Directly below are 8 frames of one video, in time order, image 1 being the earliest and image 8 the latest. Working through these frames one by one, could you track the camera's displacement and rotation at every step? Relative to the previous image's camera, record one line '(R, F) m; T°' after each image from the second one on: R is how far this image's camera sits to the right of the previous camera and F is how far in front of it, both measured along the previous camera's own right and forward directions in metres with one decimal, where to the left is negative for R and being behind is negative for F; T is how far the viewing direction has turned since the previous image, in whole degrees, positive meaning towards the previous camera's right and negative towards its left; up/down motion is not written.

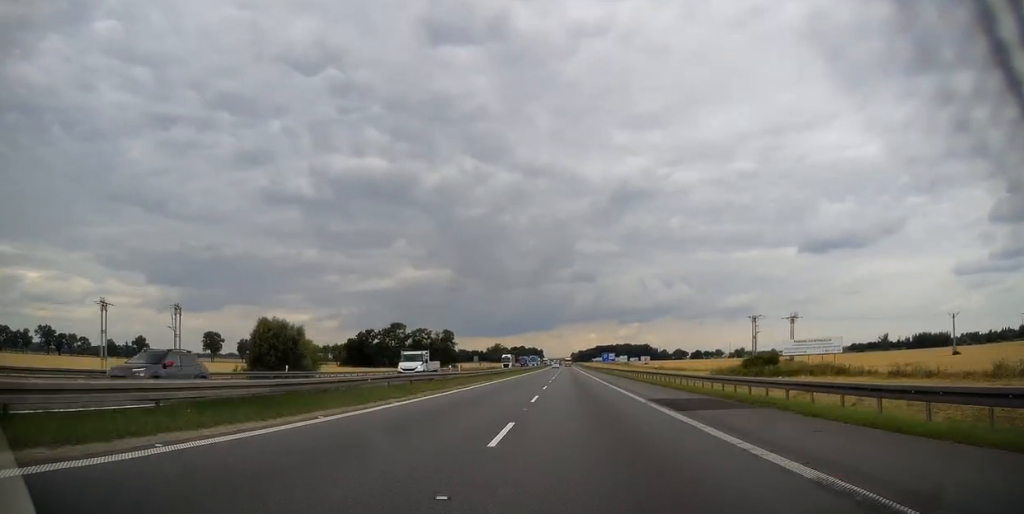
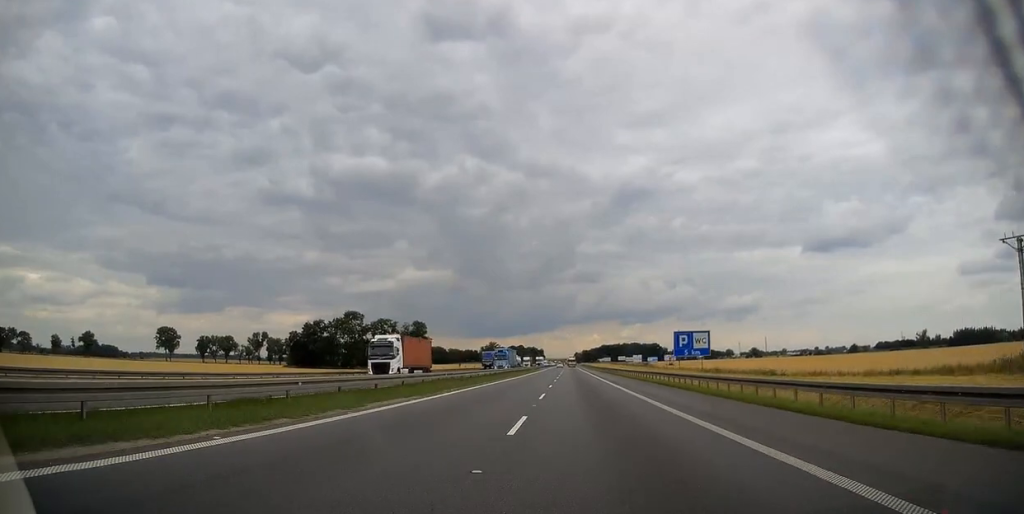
(-0.4, +70.4) m; -1°
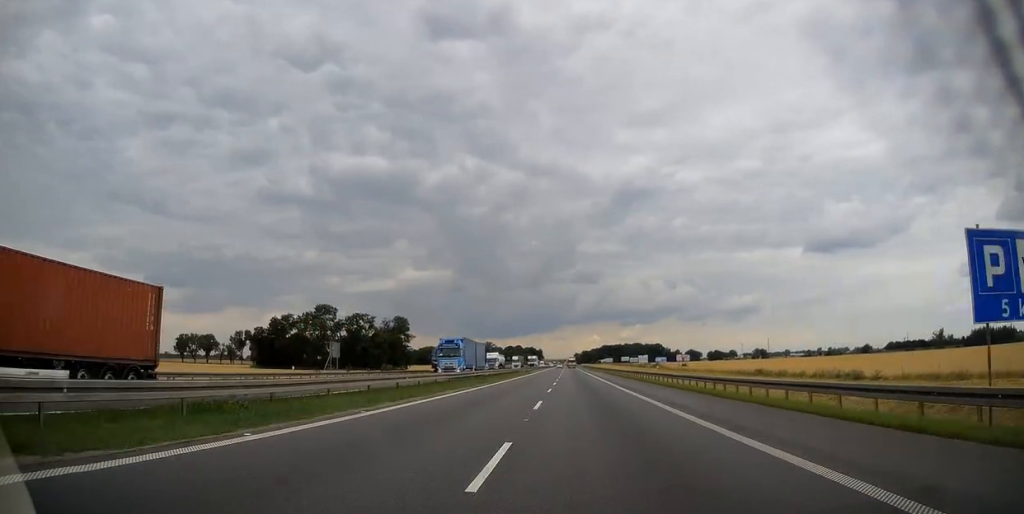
(-0.2, +29.1) m; 0°
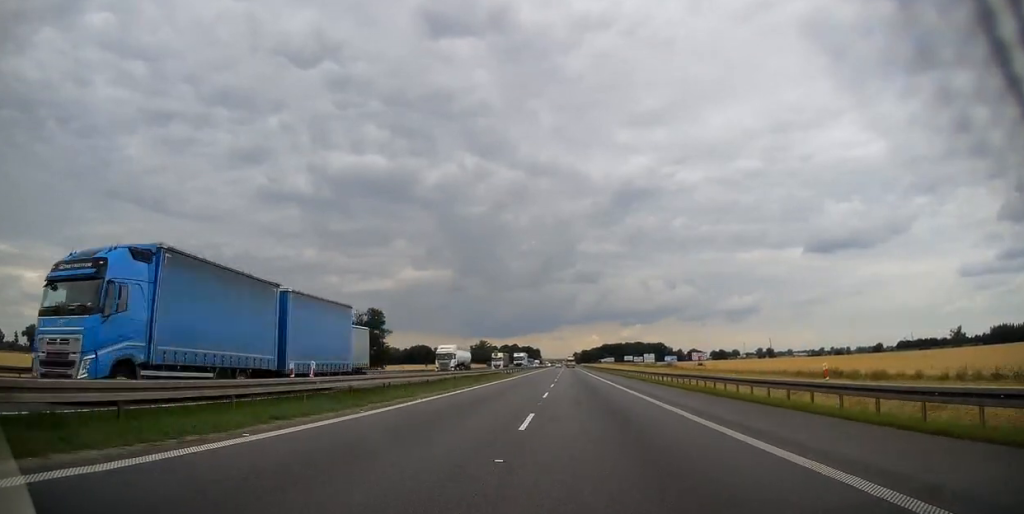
(+0.2, +30.1) m; 0°
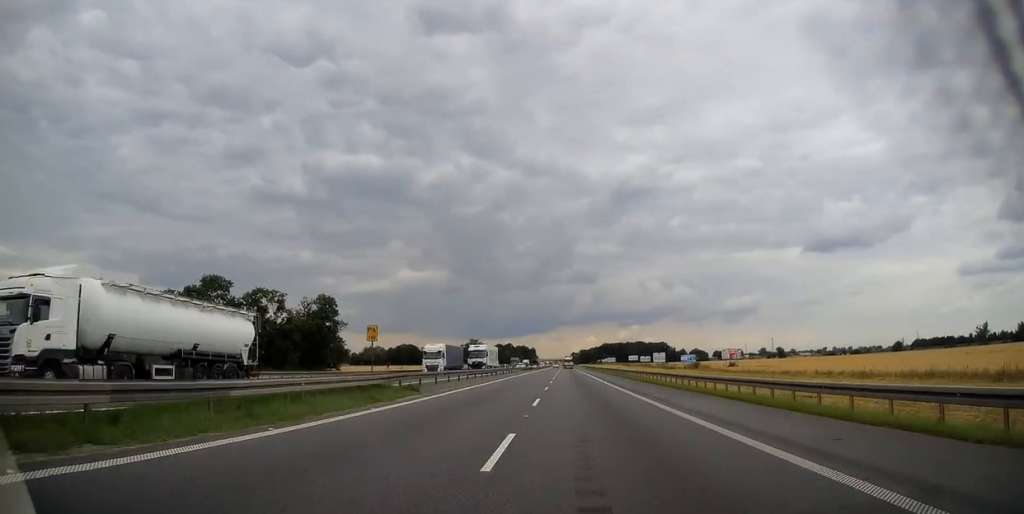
(+0.1, +40.9) m; 0°
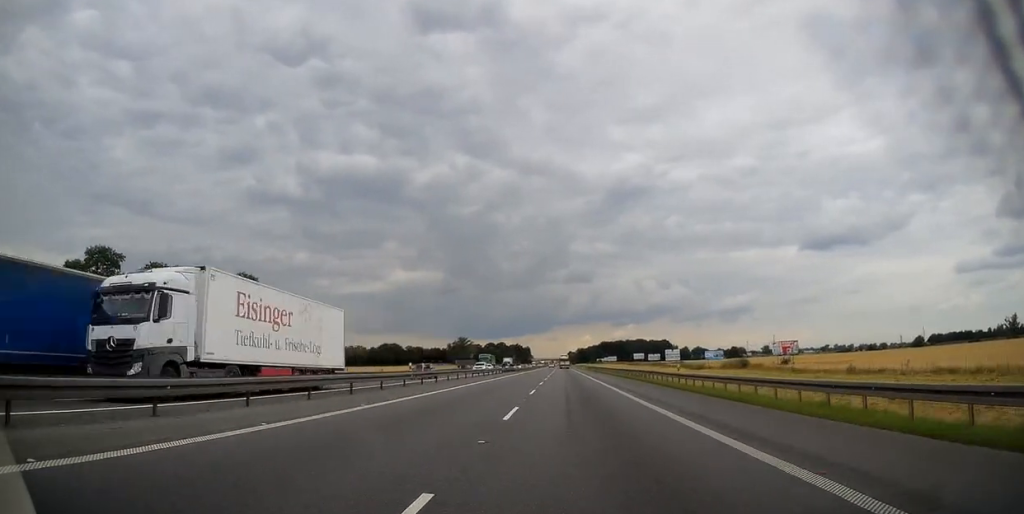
(-0.2, +41.6) m; 0°
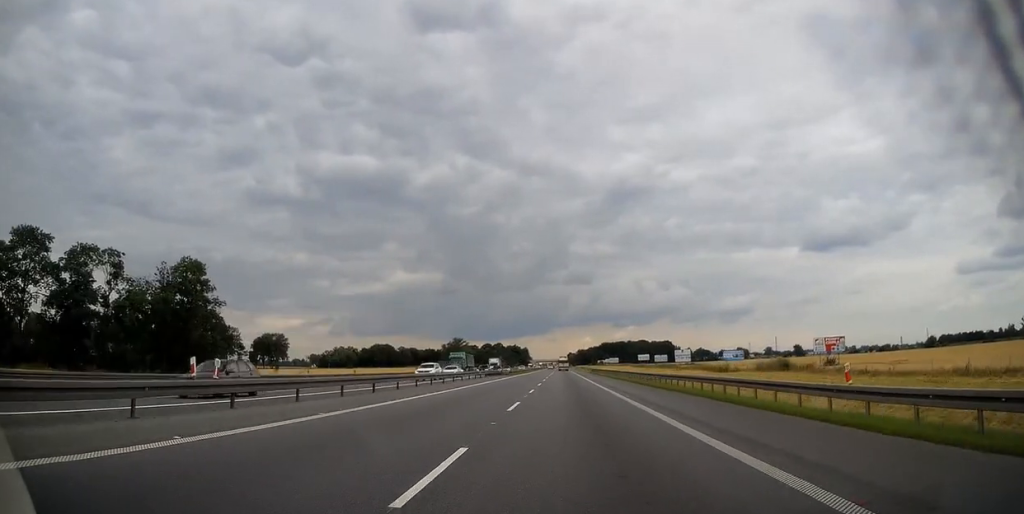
(+0.1, +20.5) m; 0°
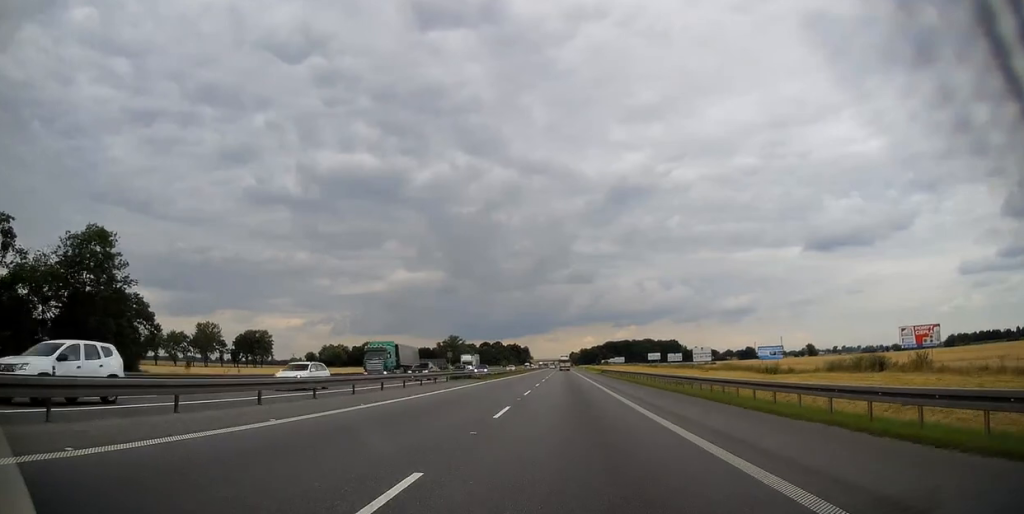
(+0.2, +26.4) m; 0°
